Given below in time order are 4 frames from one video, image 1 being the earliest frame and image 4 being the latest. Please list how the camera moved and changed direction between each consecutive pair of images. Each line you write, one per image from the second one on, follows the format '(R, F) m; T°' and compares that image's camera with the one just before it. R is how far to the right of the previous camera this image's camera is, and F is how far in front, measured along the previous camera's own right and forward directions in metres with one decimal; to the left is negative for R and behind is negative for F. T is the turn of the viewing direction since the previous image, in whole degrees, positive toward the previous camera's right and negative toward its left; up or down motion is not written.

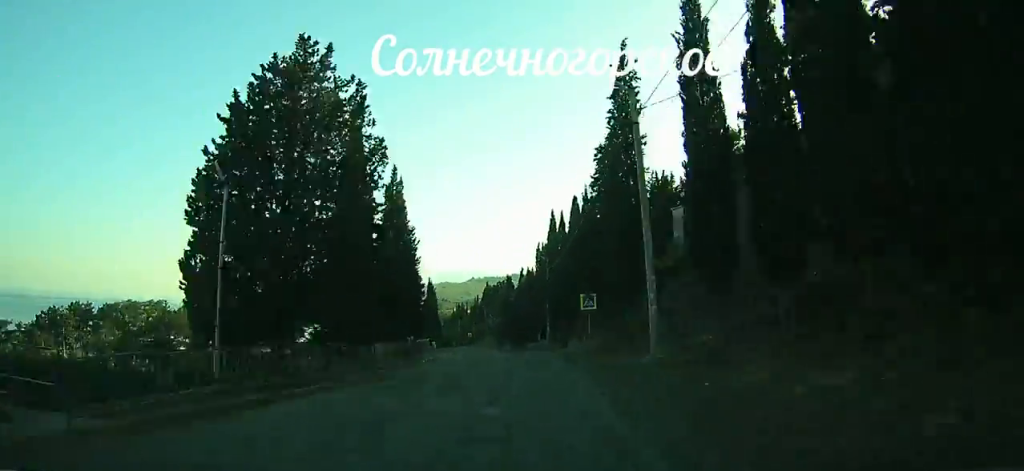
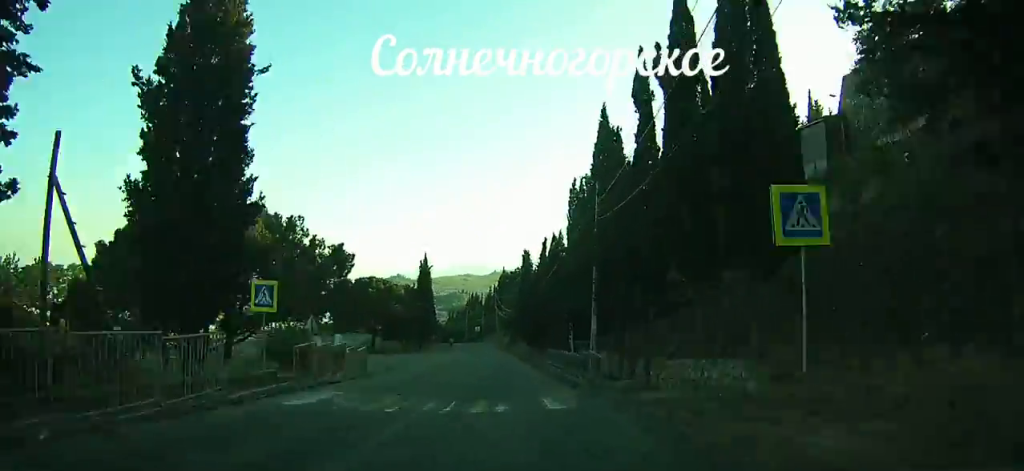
(-0.1, +25.2) m; -1°
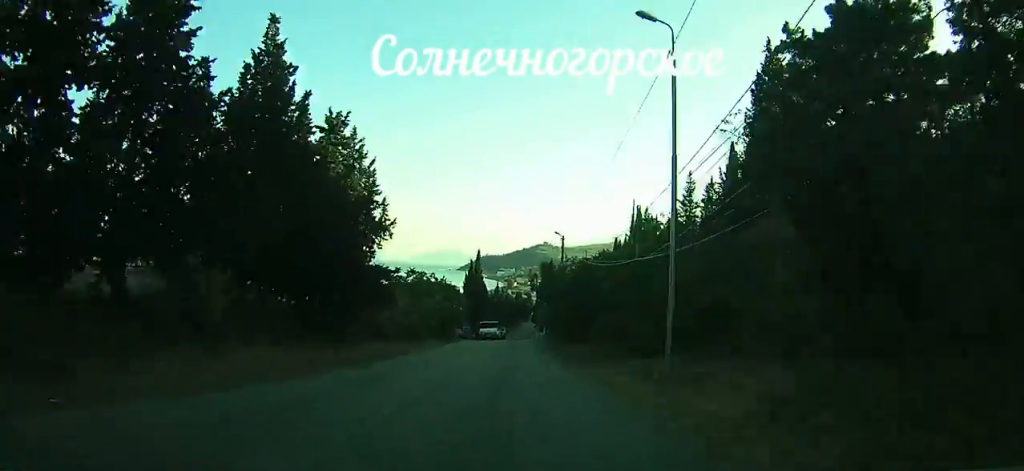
(-11.4, +122.9) m; -13°
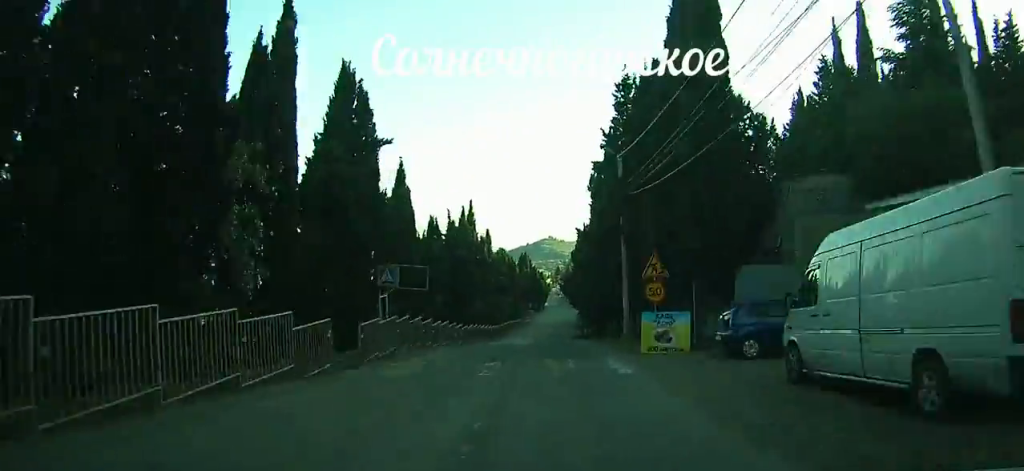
(-4.7, +90.0) m; -2°
